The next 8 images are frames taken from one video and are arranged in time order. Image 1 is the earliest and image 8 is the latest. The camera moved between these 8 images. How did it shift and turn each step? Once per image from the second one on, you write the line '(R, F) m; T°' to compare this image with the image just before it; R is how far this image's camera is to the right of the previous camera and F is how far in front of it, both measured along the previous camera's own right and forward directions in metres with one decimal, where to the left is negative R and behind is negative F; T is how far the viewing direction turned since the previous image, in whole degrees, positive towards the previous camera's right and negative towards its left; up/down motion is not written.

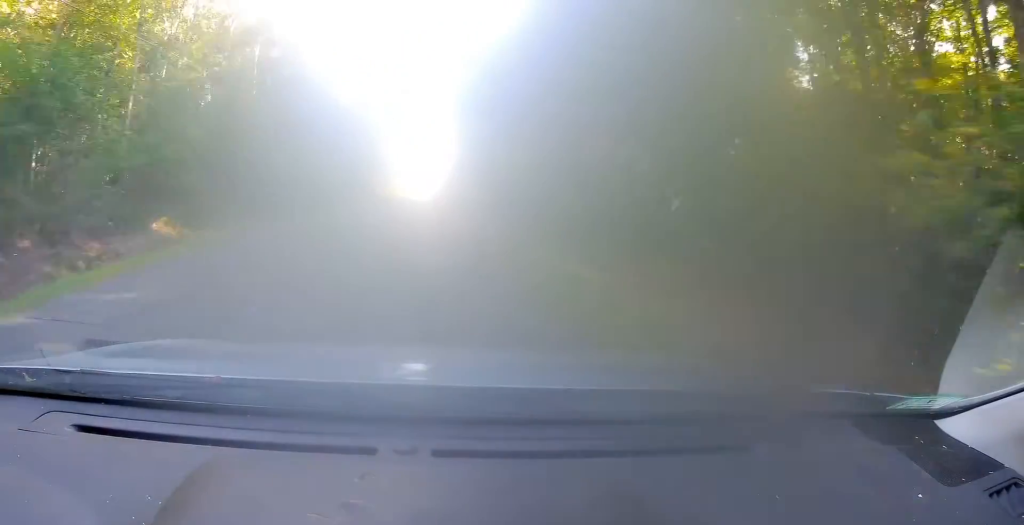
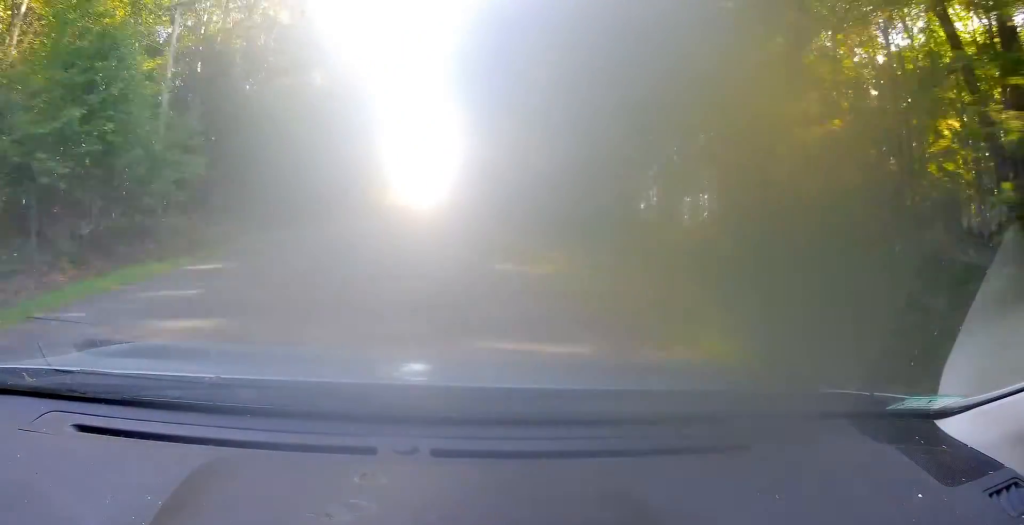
(+0.1, +14.5) m; 0°
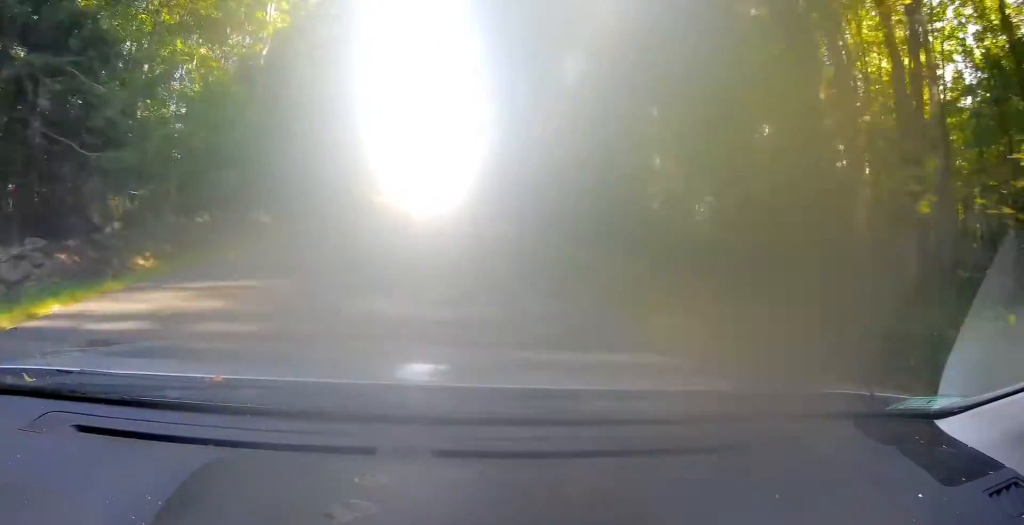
(-0.1, +17.3) m; -1°
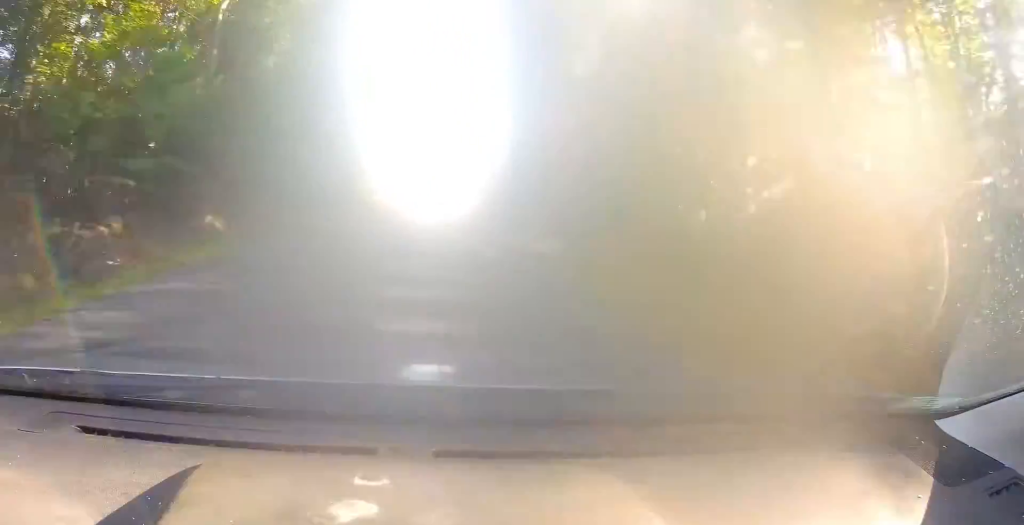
(-0.2, +8.0) m; -1°
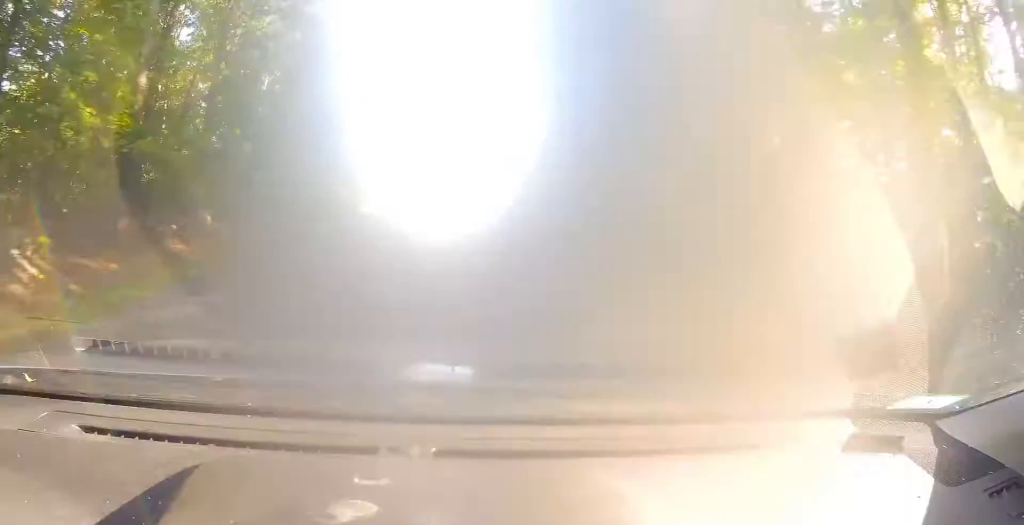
(-0.2, +22.6) m; -1°
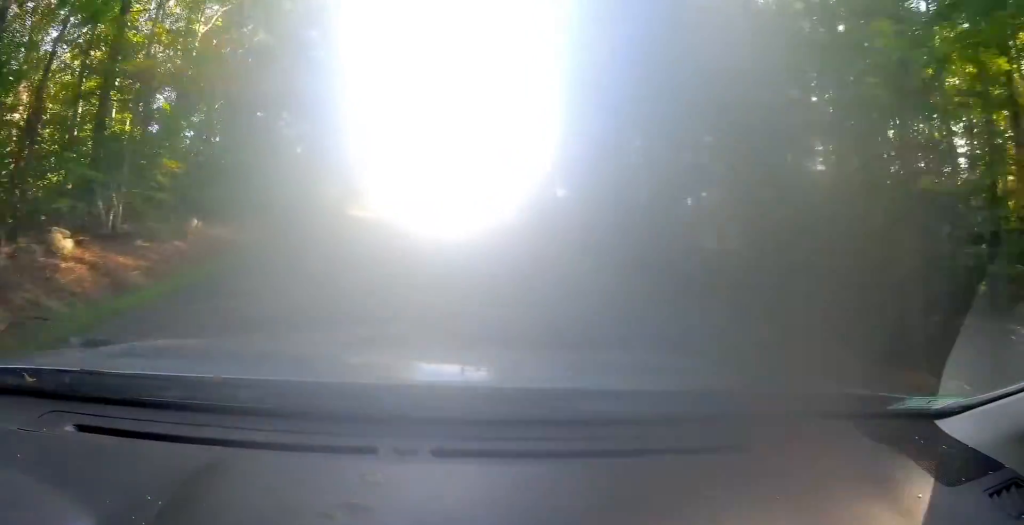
(-0.1, +10.9) m; 0°
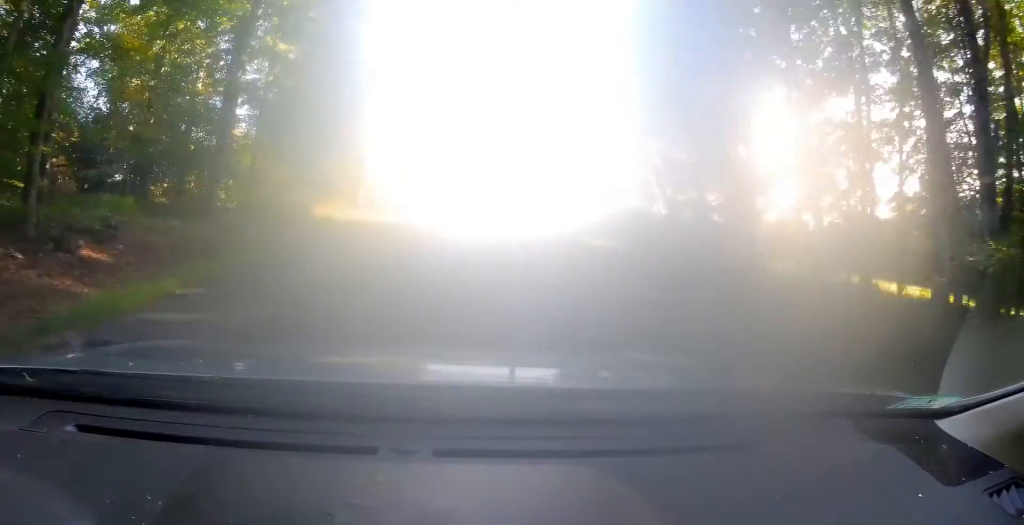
(+0.3, +21.3) m; +1°
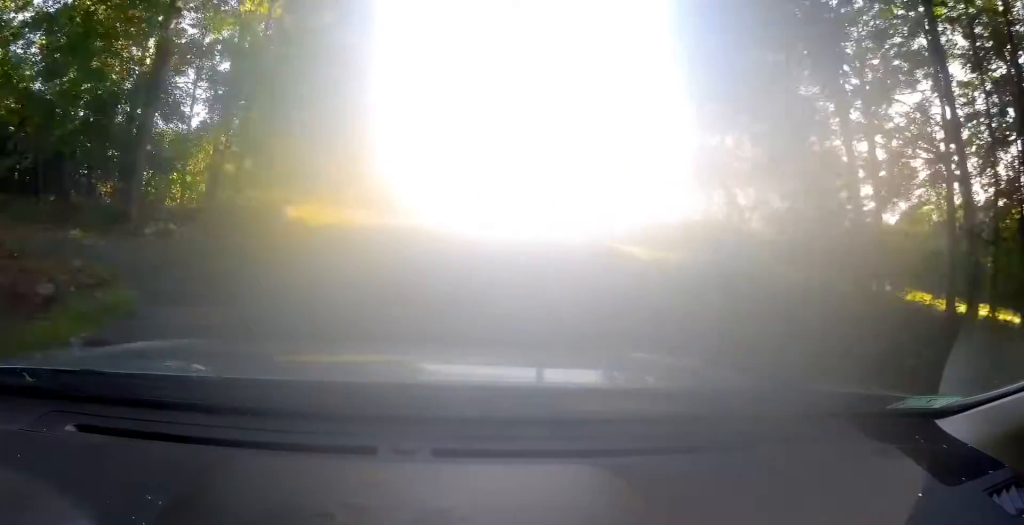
(-0.1, +6.8) m; -1°
